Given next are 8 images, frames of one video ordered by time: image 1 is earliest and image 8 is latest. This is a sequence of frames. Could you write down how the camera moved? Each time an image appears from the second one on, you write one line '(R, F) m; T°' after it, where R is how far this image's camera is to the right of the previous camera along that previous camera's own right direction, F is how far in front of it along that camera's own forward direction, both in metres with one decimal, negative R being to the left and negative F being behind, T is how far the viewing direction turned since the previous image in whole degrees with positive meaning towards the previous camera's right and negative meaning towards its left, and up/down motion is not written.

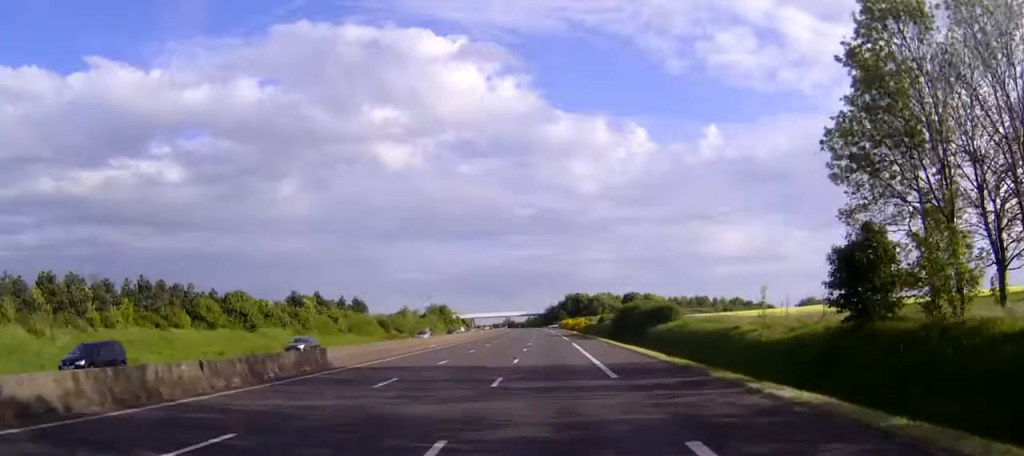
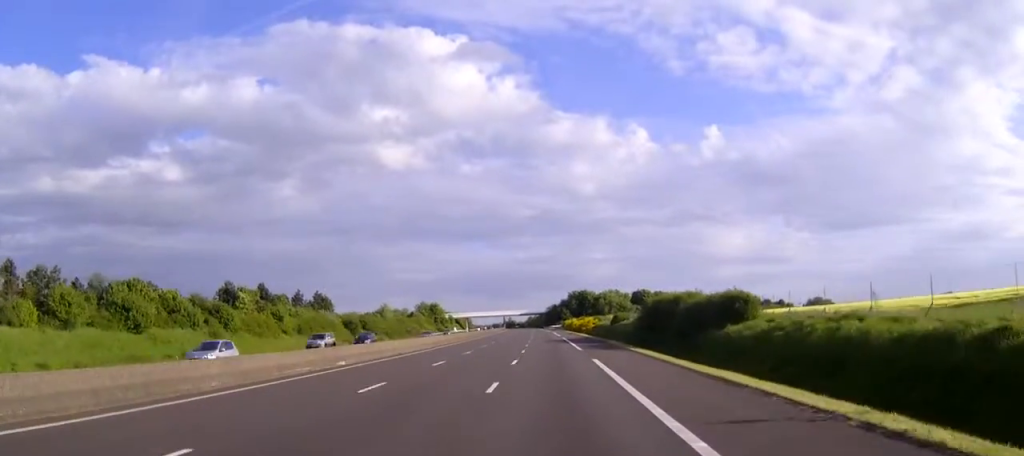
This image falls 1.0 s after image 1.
(-0.1, +27.9) m; 0°
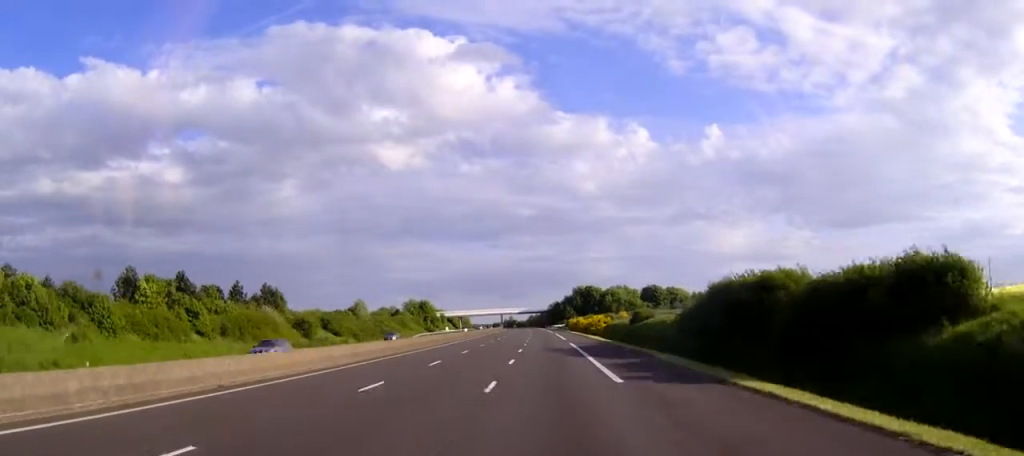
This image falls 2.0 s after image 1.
(0.0, +26.2) m; 0°
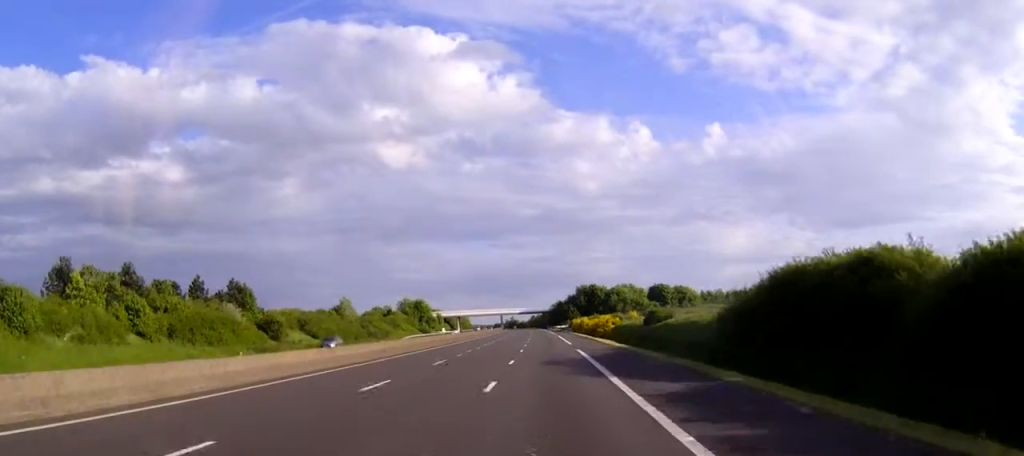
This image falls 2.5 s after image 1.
(0.0, +12.6) m; 0°
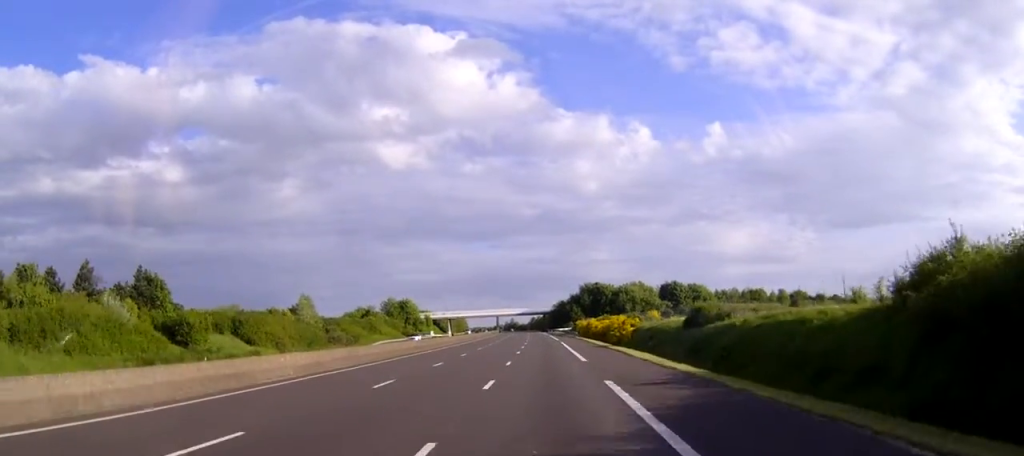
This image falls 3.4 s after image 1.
(0.0, +24.4) m; -1°
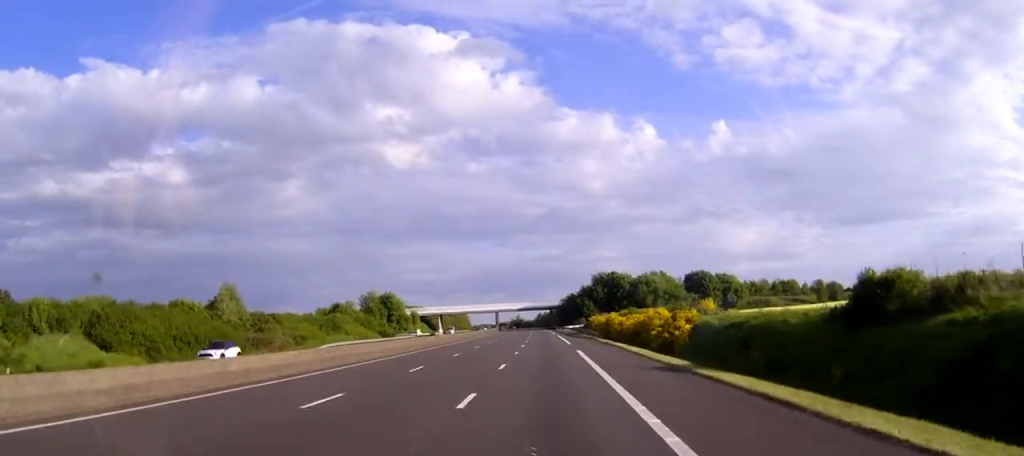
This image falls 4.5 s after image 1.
(-0.3, +31.6) m; -1°
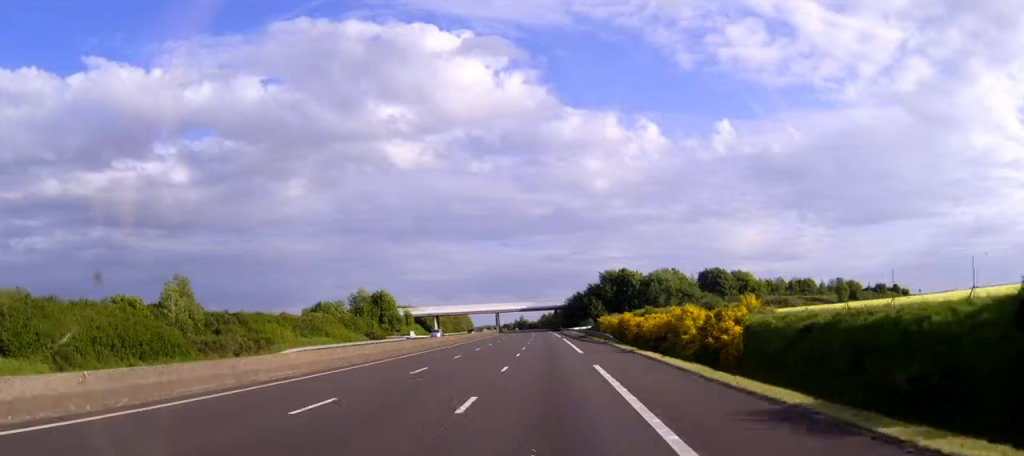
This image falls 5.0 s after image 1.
(0.0, +13.5) m; 0°
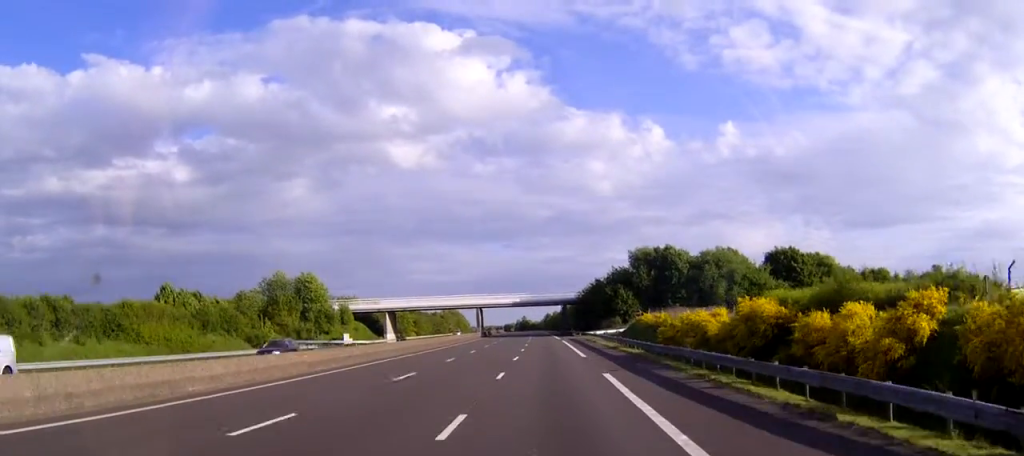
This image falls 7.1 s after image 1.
(-0.2, +56.1) m; 0°
